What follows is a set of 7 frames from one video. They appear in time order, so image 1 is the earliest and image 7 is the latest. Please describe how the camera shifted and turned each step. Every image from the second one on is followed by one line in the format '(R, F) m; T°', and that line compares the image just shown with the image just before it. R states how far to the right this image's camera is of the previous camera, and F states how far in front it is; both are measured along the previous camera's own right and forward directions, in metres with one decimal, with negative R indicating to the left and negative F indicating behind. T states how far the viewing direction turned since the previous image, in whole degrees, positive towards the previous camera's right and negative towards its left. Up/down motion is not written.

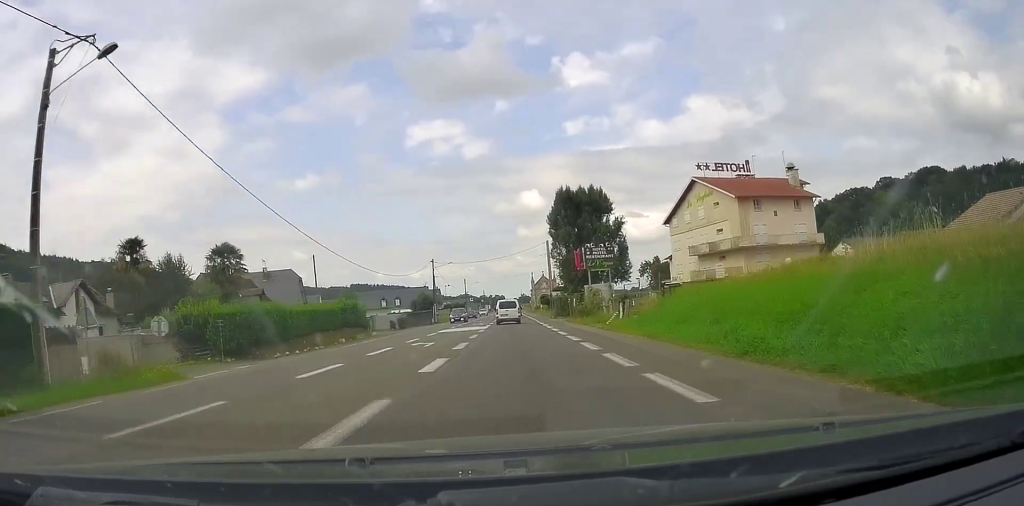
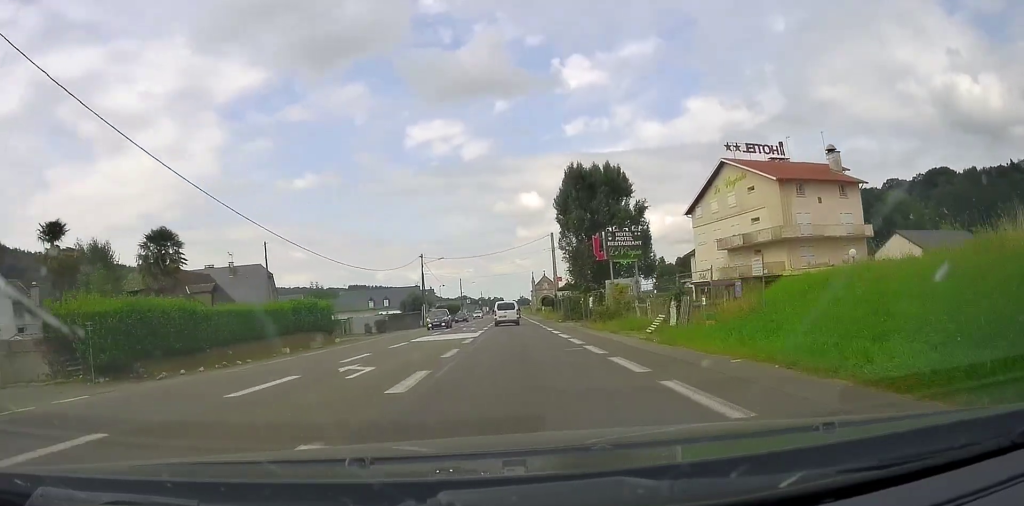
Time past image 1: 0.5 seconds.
(0.0, +9.4) m; 0°
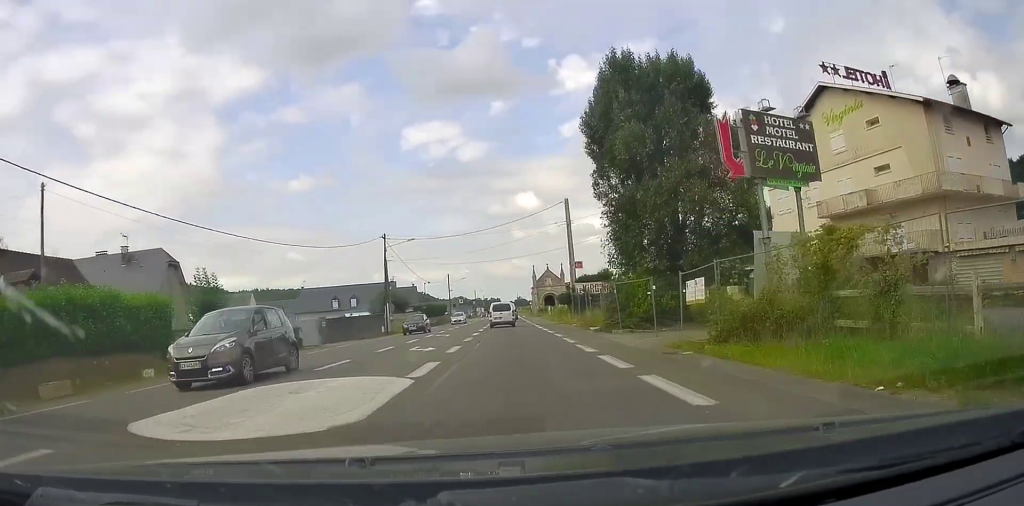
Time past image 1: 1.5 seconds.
(-0.2, +19.9) m; +1°
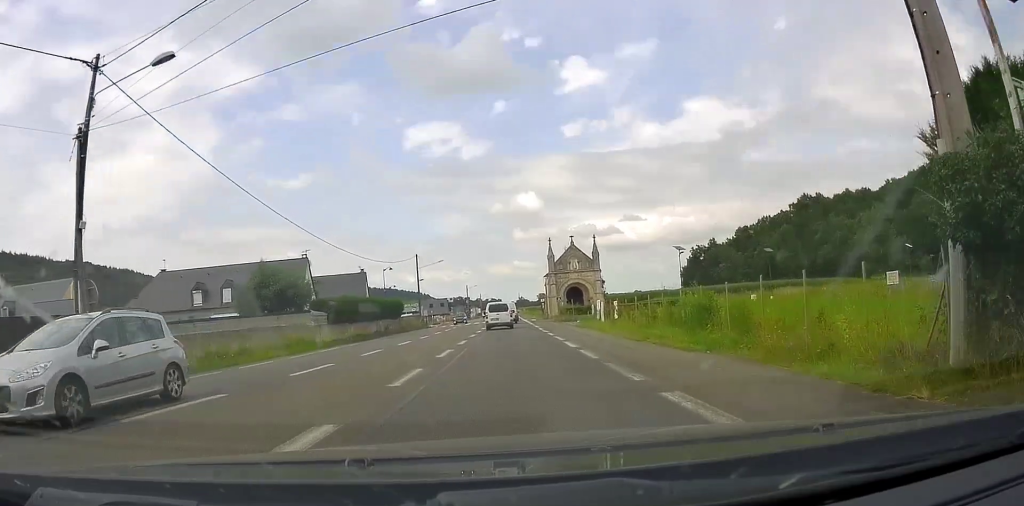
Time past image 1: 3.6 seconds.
(0.0, +39.5) m; 0°
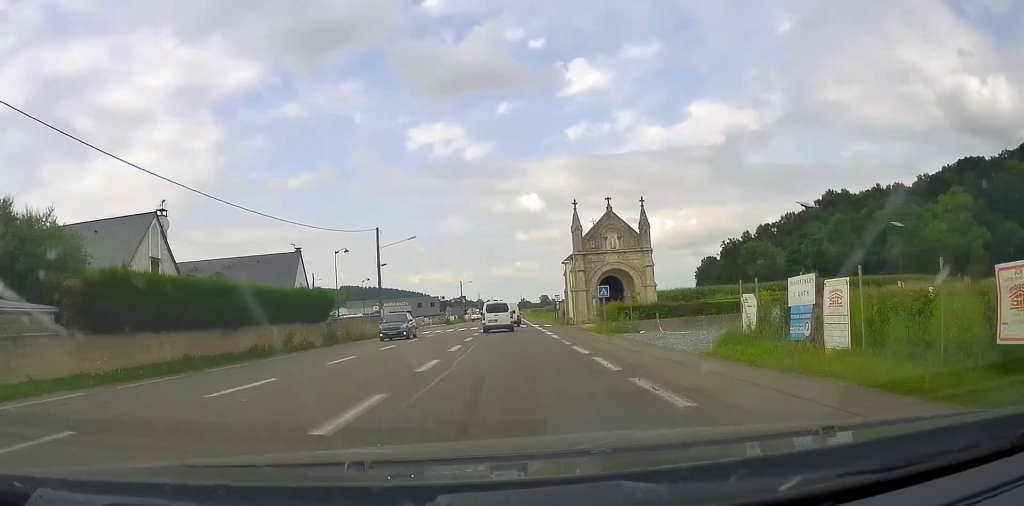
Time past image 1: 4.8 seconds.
(+0.4, +23.7) m; 0°
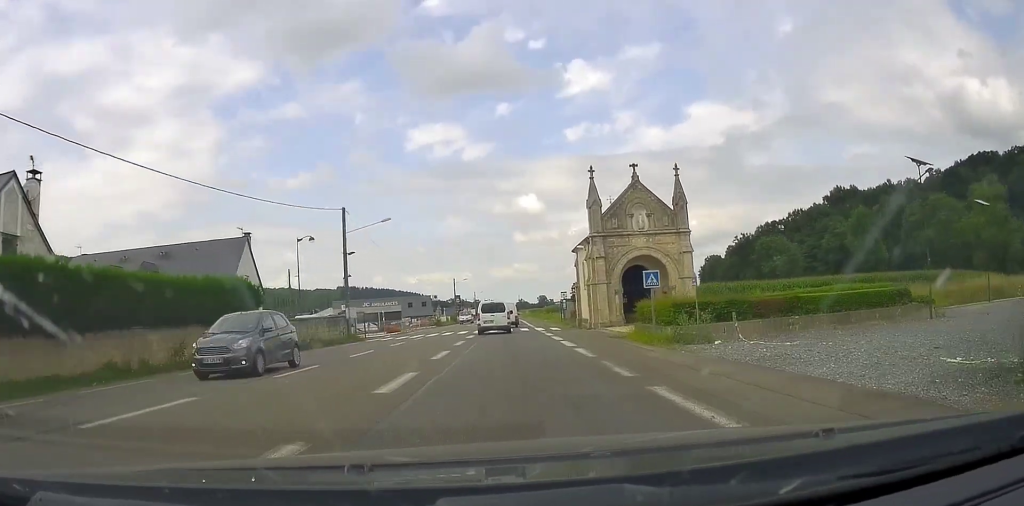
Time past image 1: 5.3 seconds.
(-0.3, +10.4) m; 0°
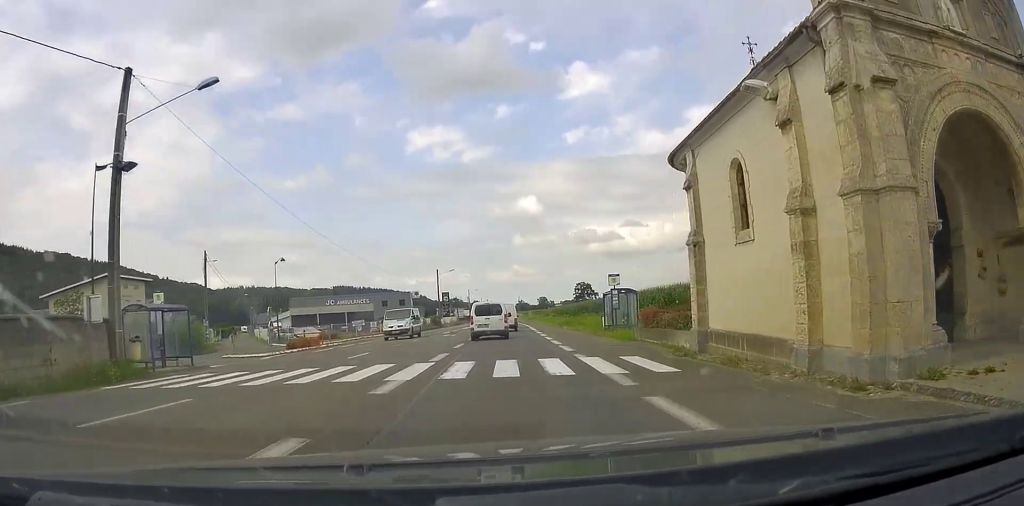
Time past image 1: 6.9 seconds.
(+0.1, +28.8) m; 0°
